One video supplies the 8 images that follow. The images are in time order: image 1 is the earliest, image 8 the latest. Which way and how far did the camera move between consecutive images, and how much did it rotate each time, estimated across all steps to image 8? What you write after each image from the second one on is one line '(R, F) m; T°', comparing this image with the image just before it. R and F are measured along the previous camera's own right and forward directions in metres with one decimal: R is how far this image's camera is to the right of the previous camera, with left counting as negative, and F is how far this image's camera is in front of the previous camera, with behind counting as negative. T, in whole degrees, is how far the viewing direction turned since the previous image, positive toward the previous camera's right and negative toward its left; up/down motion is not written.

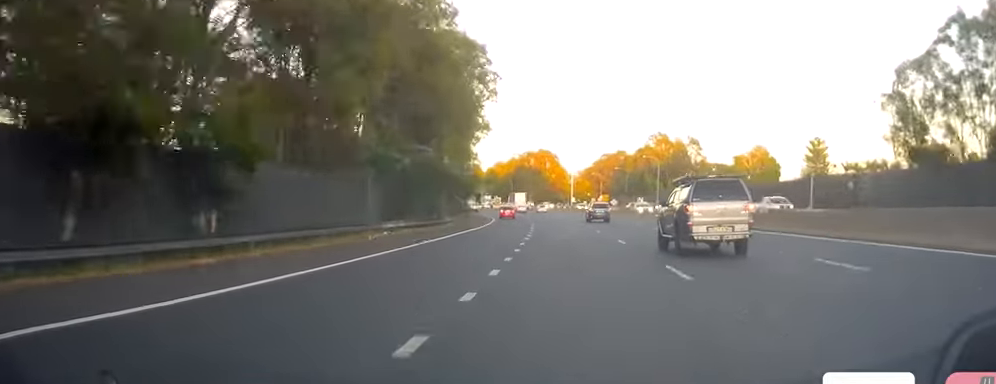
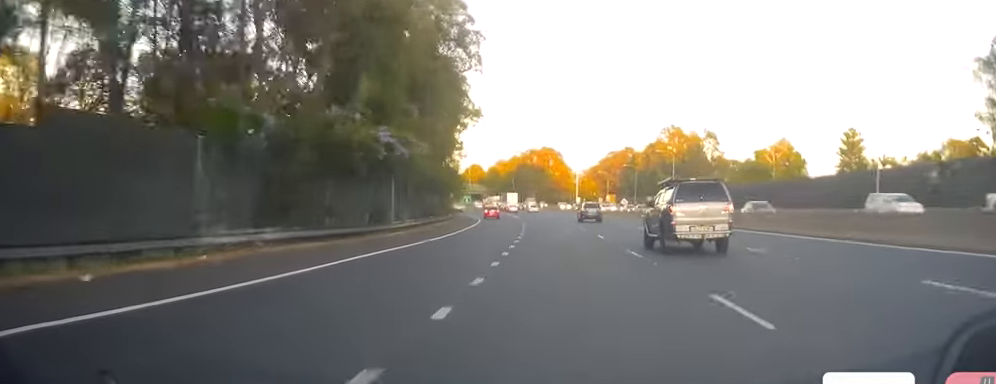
(-0.1, +17.5) m; 0°
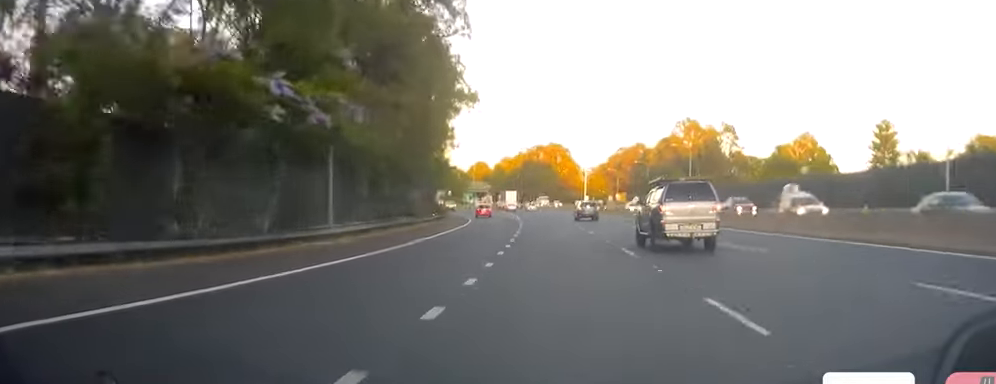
(0.0, +12.0) m; 0°
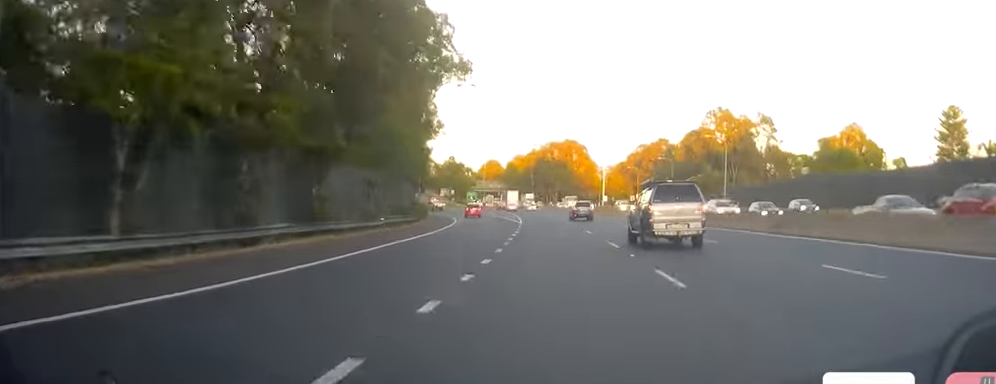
(0.0, +19.3) m; 0°
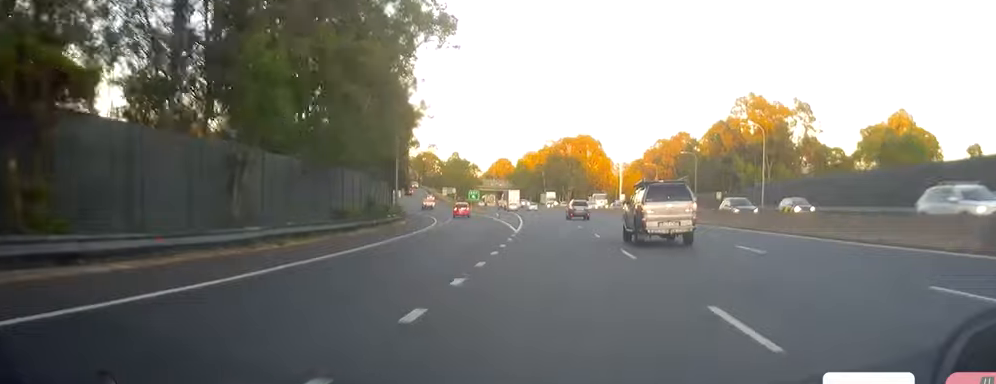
(0.0, +16.4) m; 0°
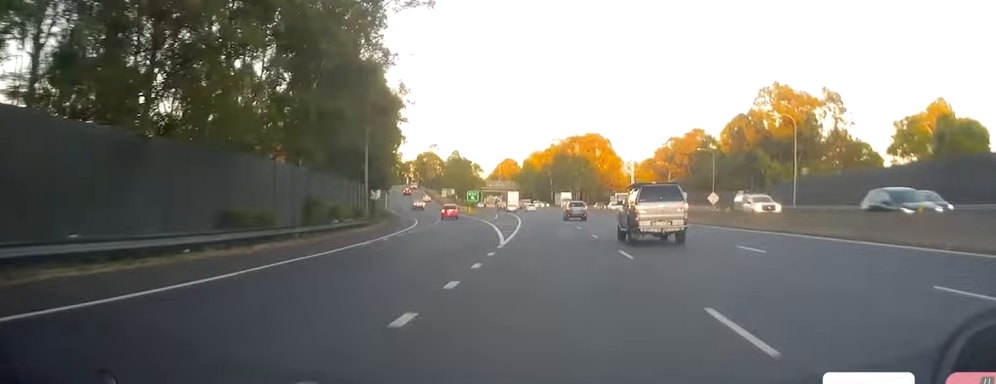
(0.0, +11.9) m; -1°
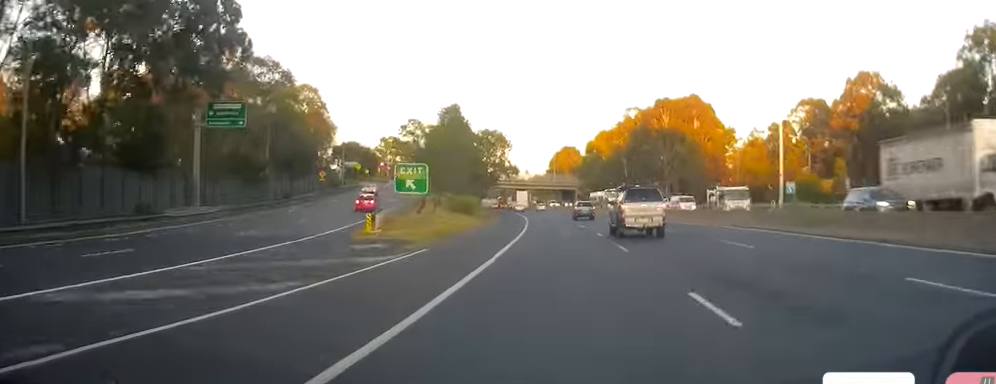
(-4.9, +80.4) m; -7°
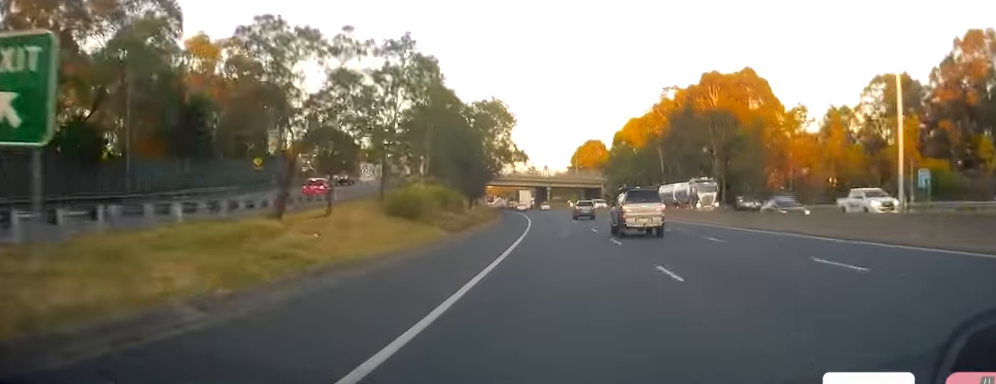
(-0.4, +30.4) m; -2°
